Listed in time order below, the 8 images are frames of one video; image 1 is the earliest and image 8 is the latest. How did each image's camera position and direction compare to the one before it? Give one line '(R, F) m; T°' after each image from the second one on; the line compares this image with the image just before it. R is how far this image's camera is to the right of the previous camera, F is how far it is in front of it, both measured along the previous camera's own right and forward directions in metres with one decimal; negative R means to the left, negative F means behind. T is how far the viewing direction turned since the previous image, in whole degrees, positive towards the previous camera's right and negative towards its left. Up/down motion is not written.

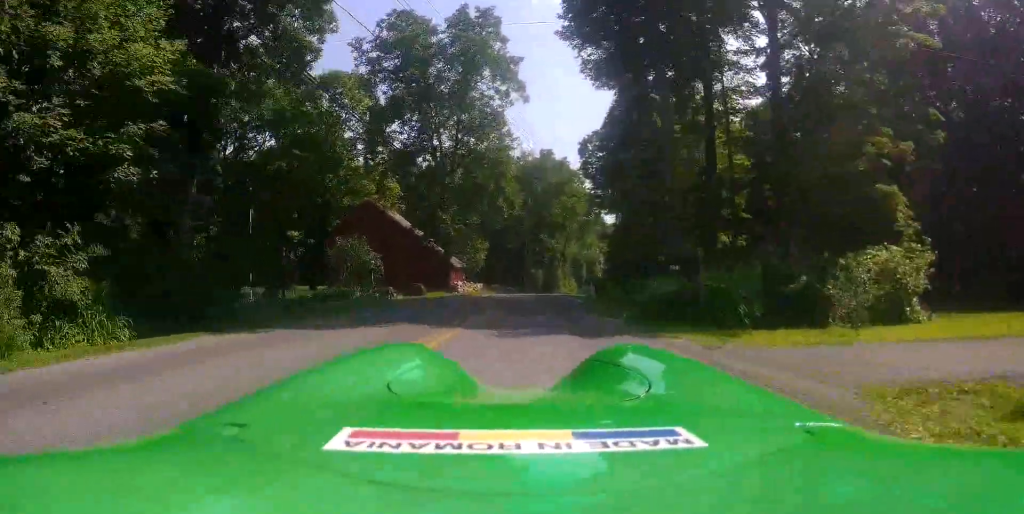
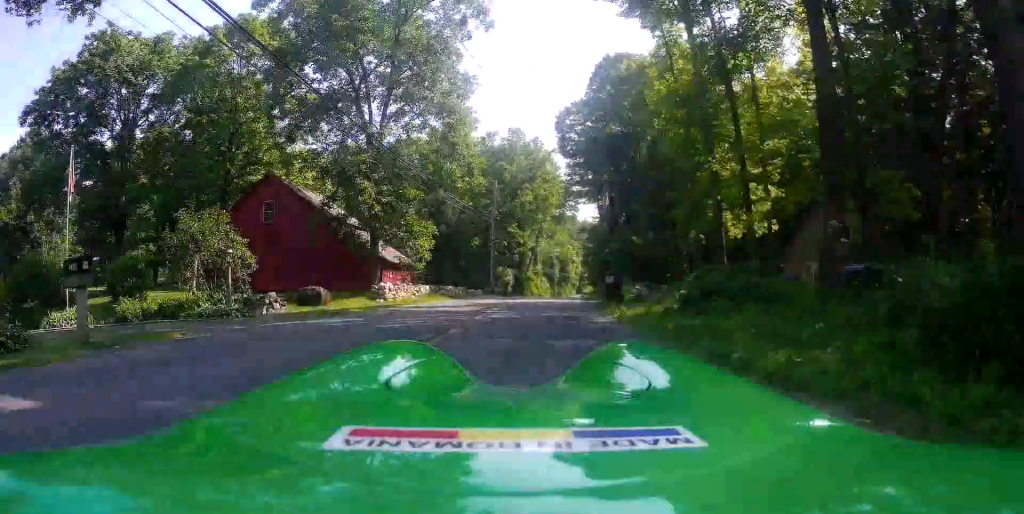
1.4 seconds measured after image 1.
(0.0, +13.0) m; 0°
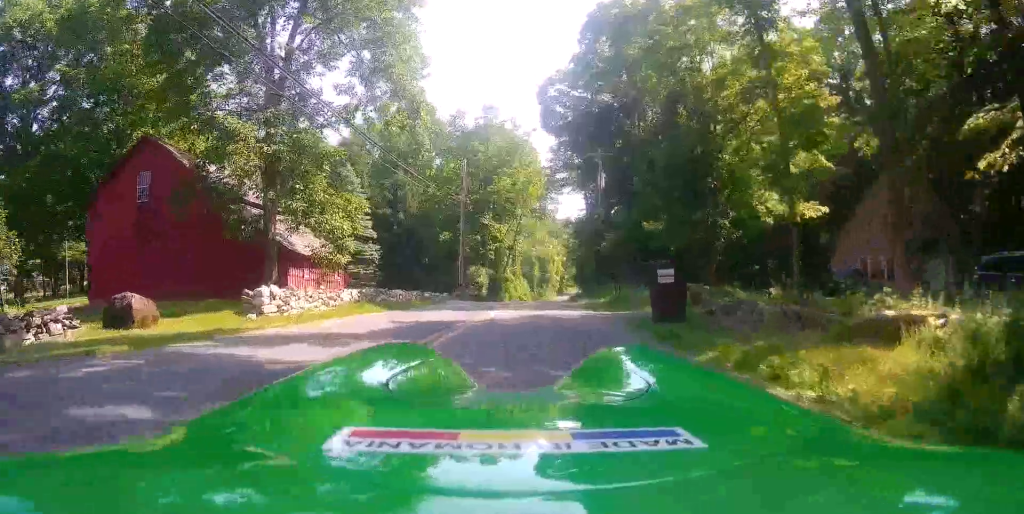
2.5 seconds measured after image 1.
(0.0, +9.9) m; +4°
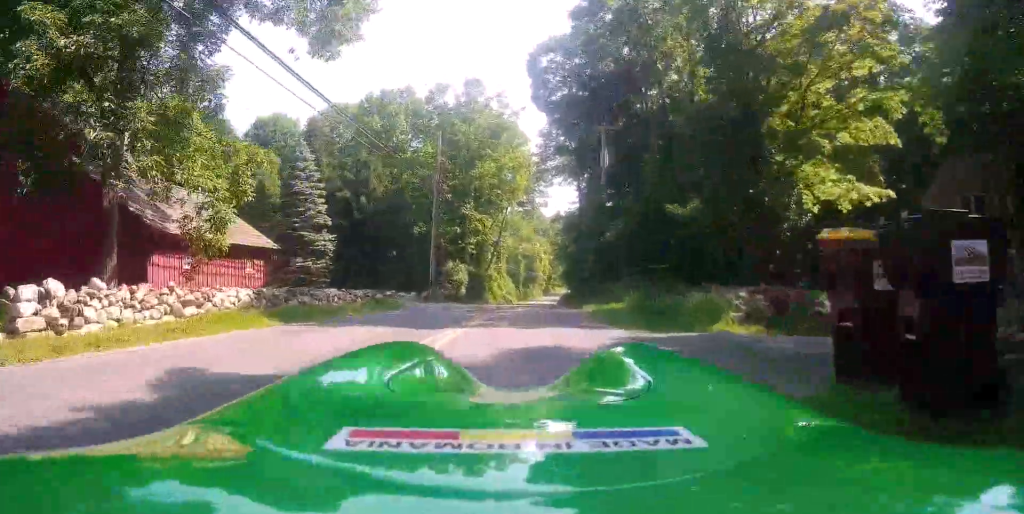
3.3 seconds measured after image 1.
(+0.4, +7.6) m; +3°
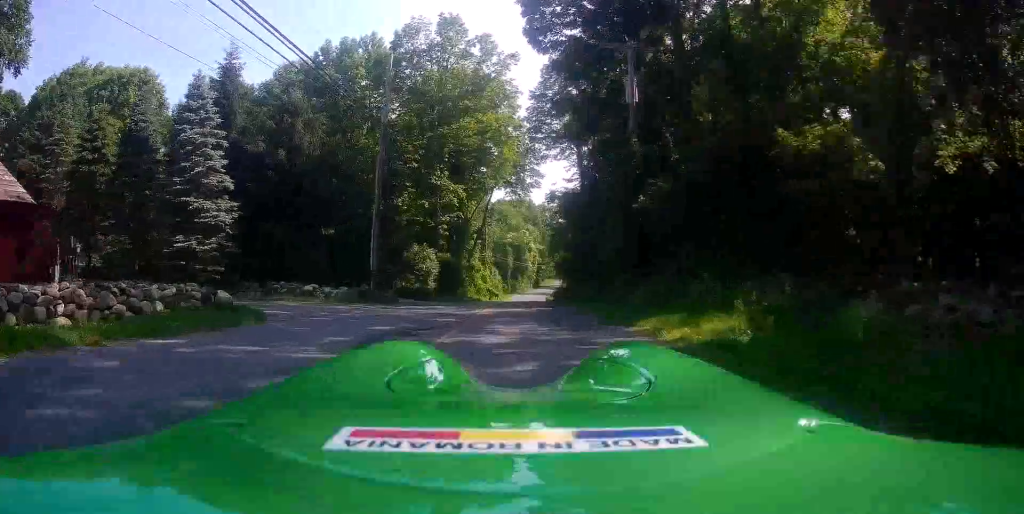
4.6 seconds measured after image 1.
(+0.3, +11.9) m; +1°
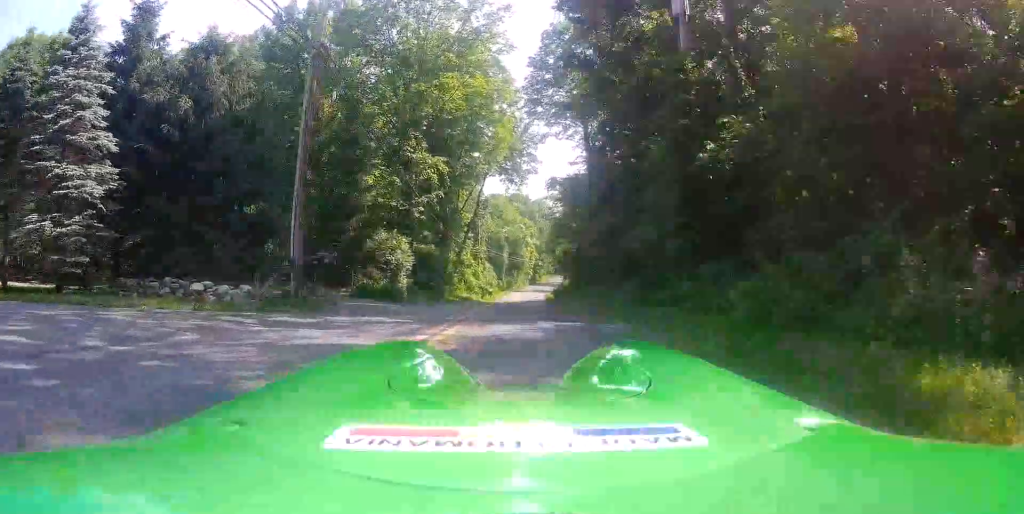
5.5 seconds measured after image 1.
(0.0, +8.6) m; 0°
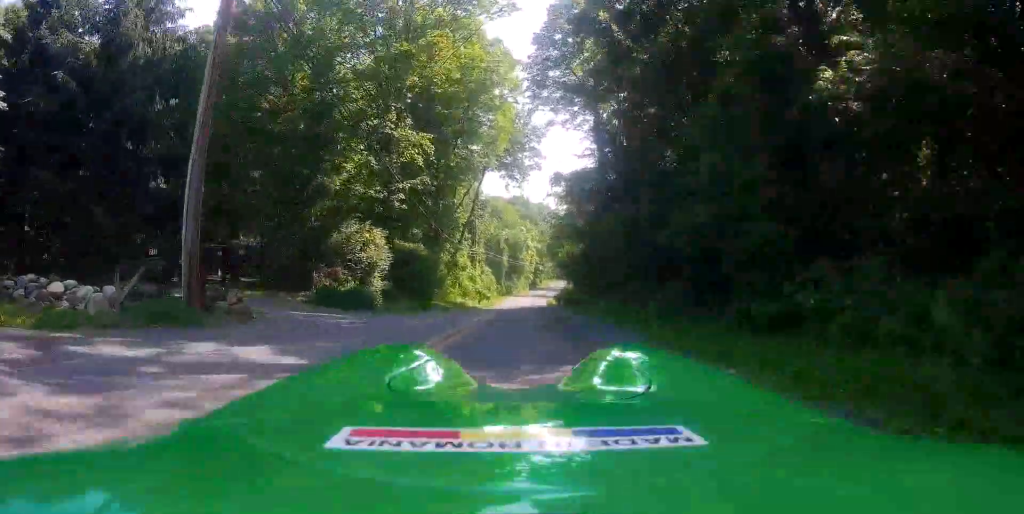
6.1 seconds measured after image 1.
(0.0, +5.5) m; 0°
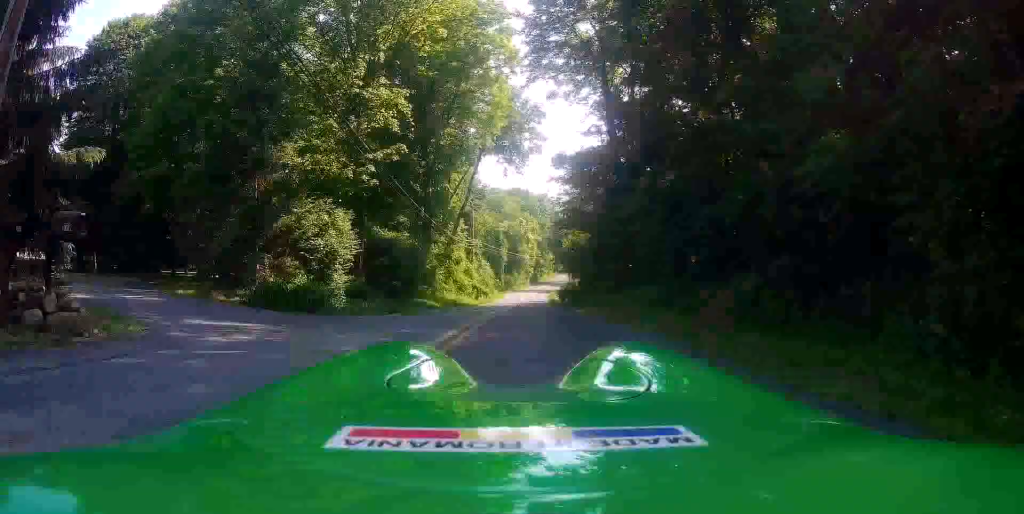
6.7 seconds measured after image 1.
(0.0, +5.5) m; 0°
